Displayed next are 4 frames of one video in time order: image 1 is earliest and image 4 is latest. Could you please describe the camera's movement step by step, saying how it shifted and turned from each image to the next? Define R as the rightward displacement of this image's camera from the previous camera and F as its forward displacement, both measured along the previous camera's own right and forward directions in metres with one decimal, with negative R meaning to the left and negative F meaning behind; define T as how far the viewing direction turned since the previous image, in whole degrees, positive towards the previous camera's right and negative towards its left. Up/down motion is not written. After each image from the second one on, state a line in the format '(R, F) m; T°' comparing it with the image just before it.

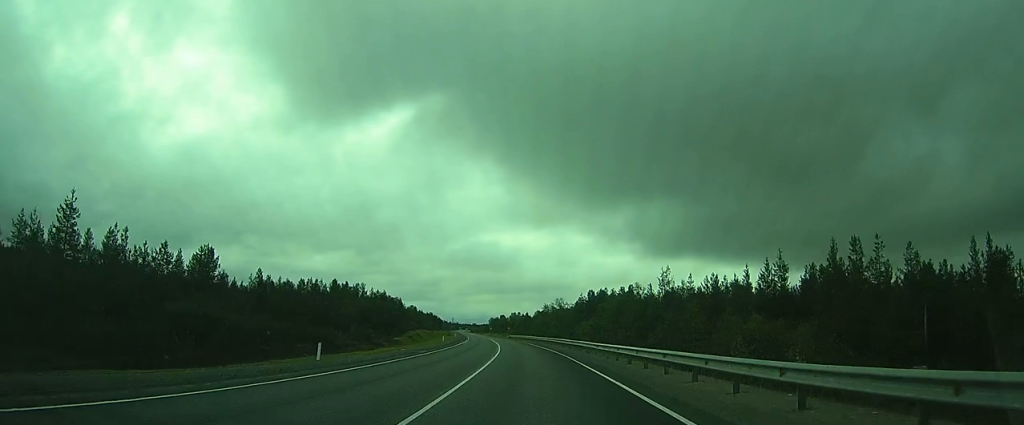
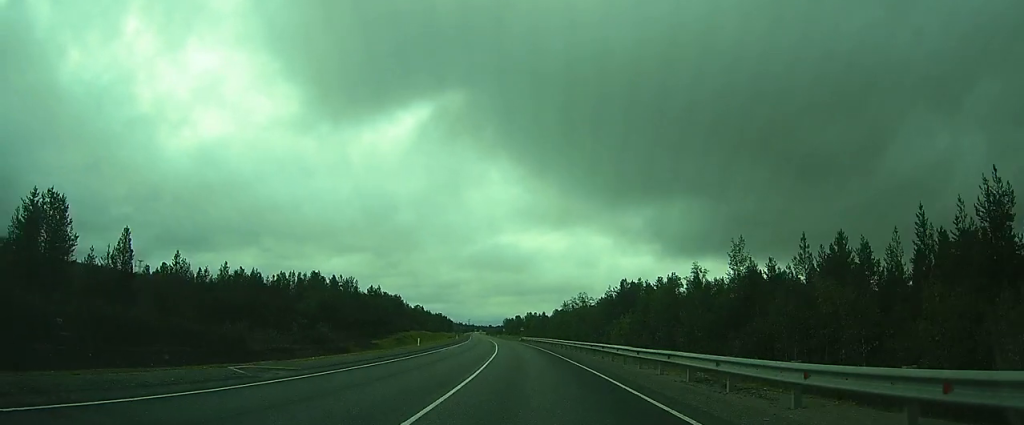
(0.0, +22.5) m; 0°
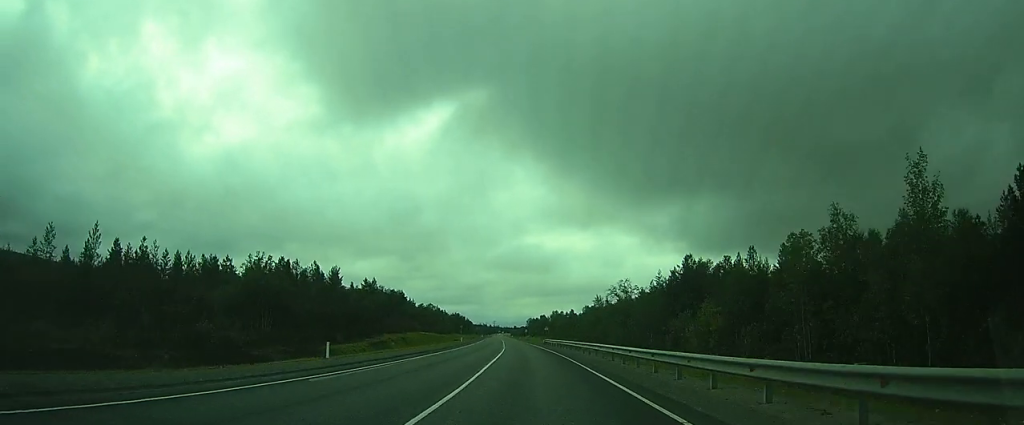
(-0.5, +24.6) m; -4°
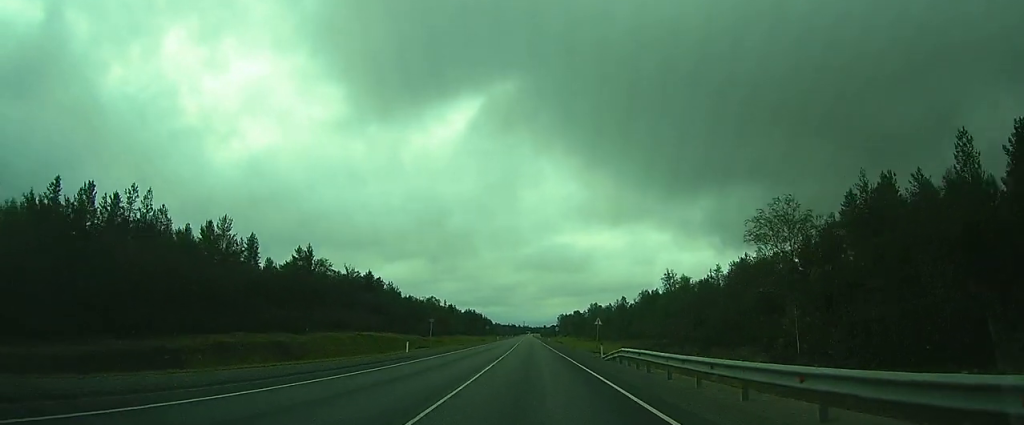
(-2.7, +48.2) m; -4°
